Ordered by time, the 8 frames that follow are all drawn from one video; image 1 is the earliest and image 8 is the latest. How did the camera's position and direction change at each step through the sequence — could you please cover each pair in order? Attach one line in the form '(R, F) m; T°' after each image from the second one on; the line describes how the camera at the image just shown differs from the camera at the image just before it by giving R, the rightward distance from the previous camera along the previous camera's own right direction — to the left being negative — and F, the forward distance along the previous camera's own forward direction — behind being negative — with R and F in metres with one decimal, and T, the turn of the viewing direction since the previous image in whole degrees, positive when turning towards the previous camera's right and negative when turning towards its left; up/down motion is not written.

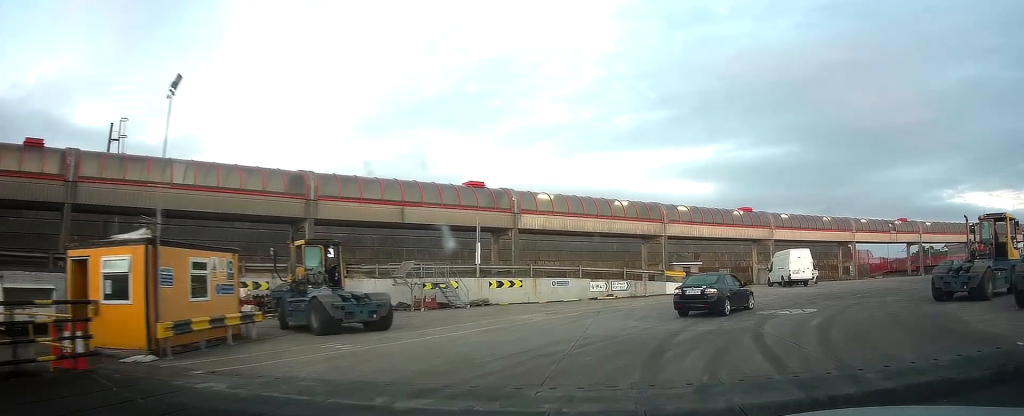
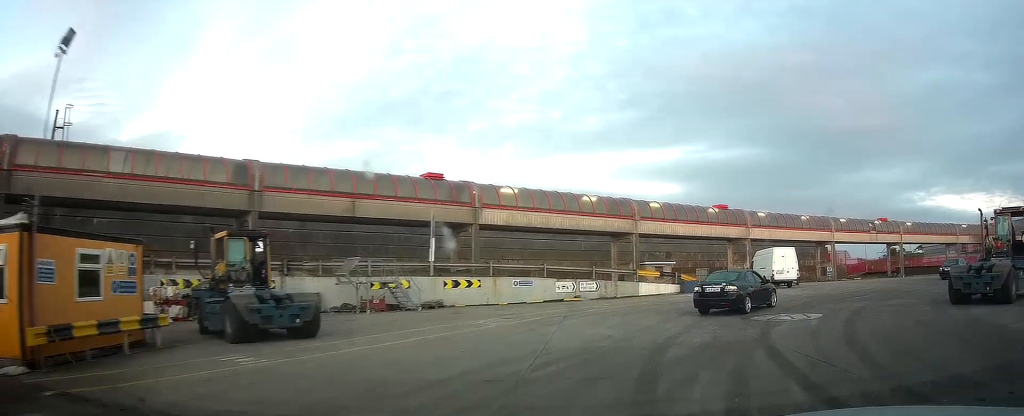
(0.0, +3.4) m; +4°
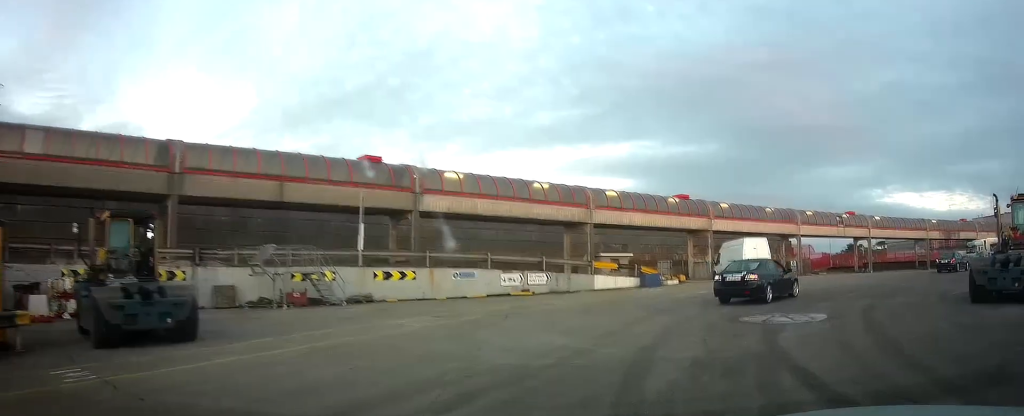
(0.0, +3.9) m; +5°
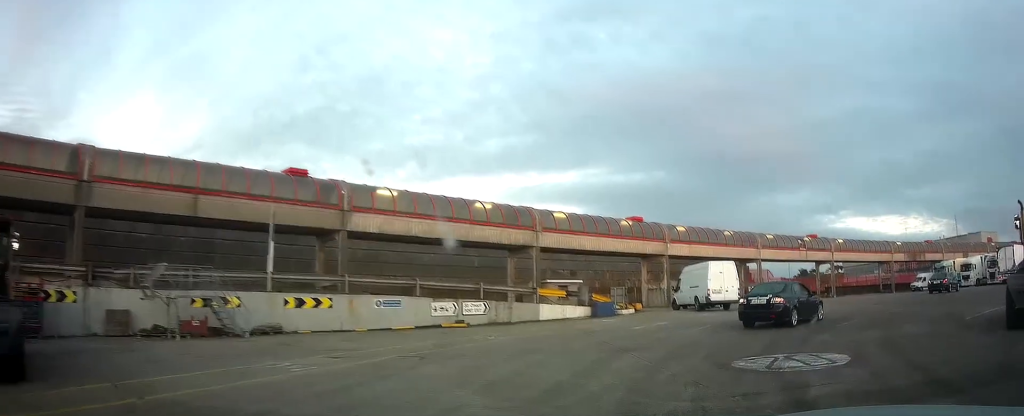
(+0.4, +3.9) m; +4°
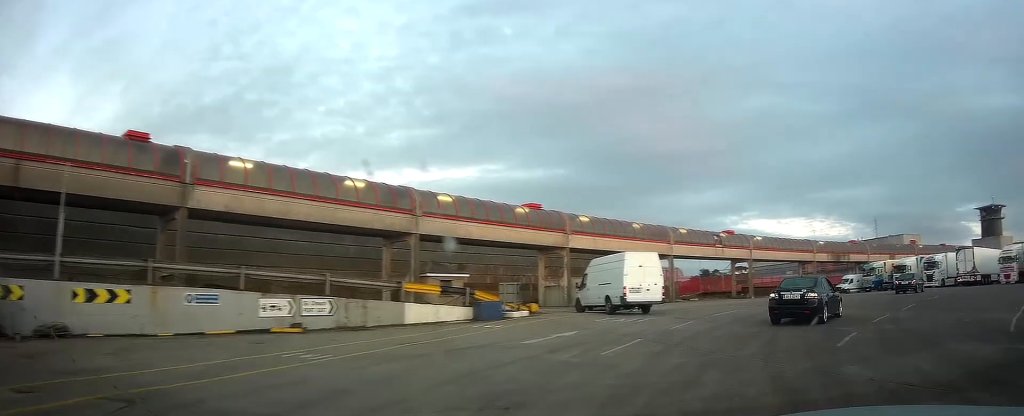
(0.0, +6.3) m; +4°
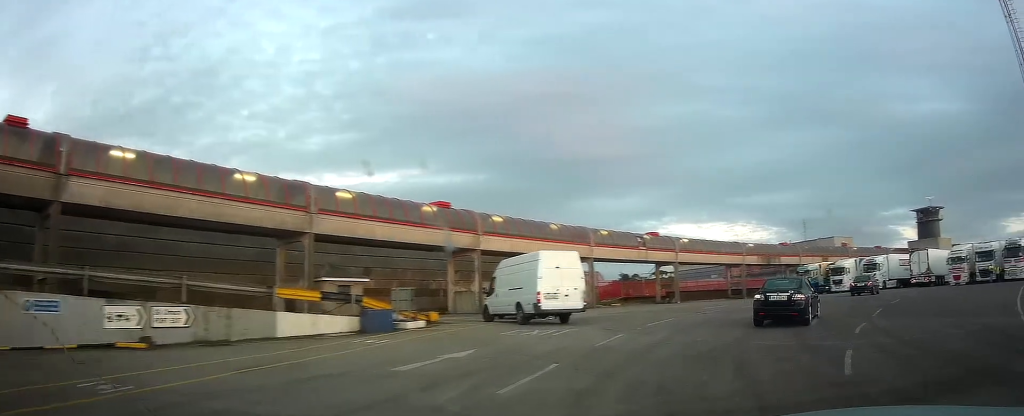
(+0.3, +3.8) m; +6°
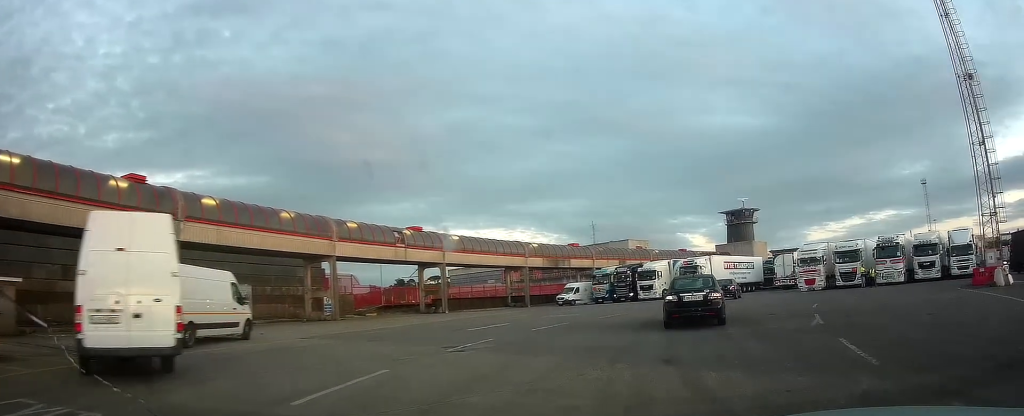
(+2.5, +12.5) m; +21°
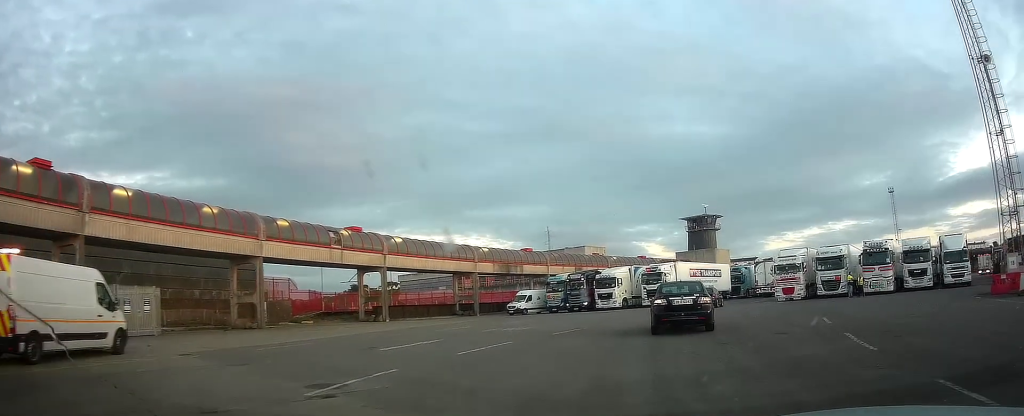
(+0.3, +5.3) m; +5°
